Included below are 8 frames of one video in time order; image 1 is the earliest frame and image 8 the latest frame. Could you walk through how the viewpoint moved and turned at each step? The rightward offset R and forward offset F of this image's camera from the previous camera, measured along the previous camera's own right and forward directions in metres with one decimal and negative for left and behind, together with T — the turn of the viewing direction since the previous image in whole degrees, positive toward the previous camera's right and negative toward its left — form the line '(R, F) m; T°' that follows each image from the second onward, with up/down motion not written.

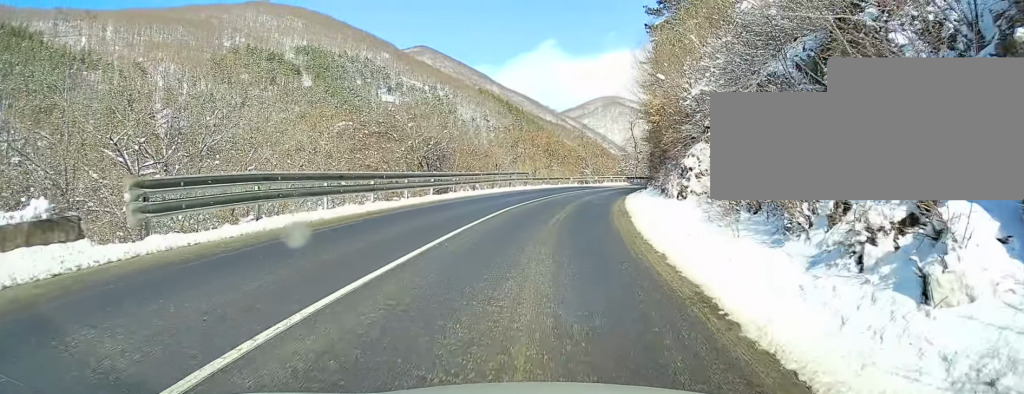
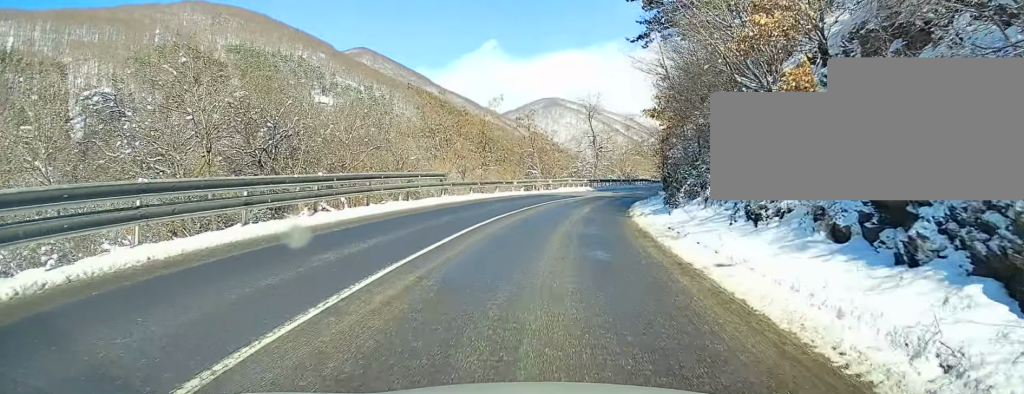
(+1.2, +19.6) m; +7°
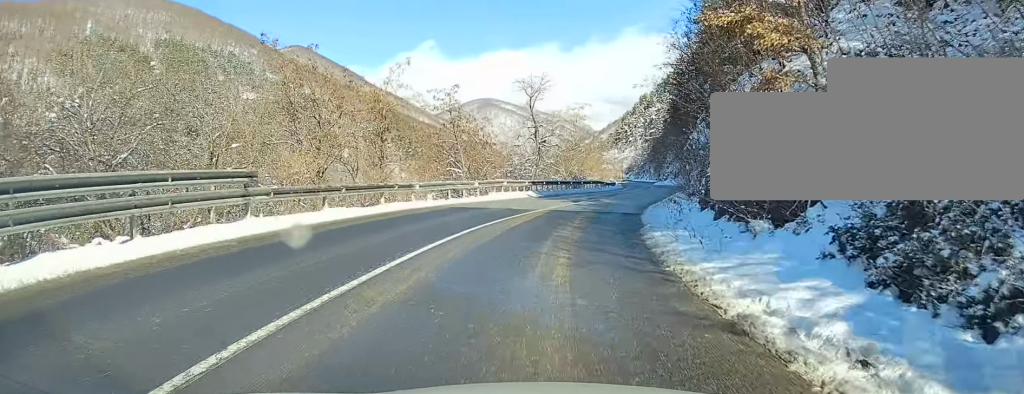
(+0.7, +15.3) m; +5°
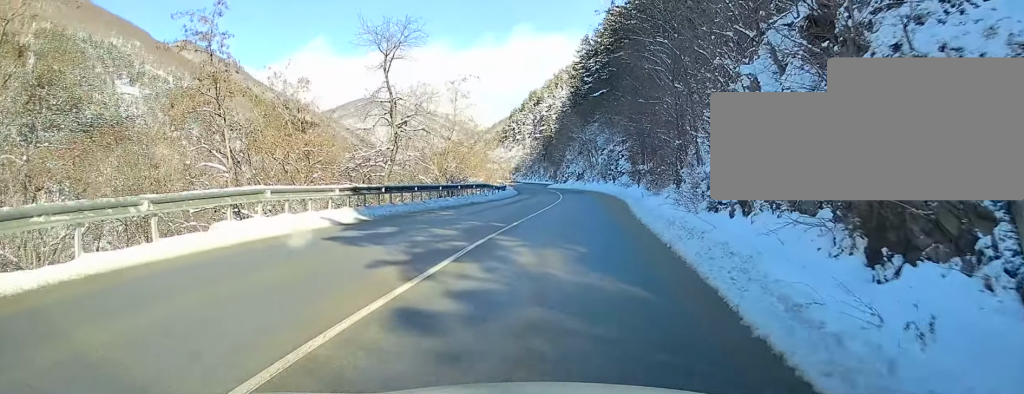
(+1.6, +20.8) m; +8°
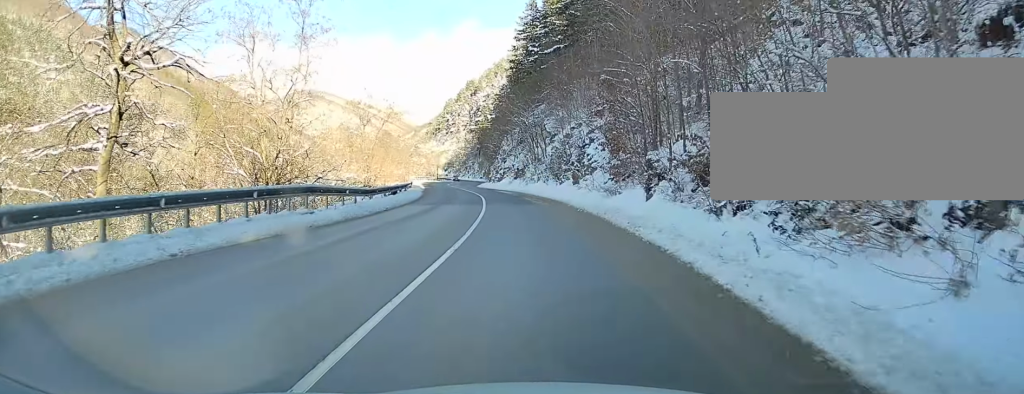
(+0.9, +23.3) m; +2°
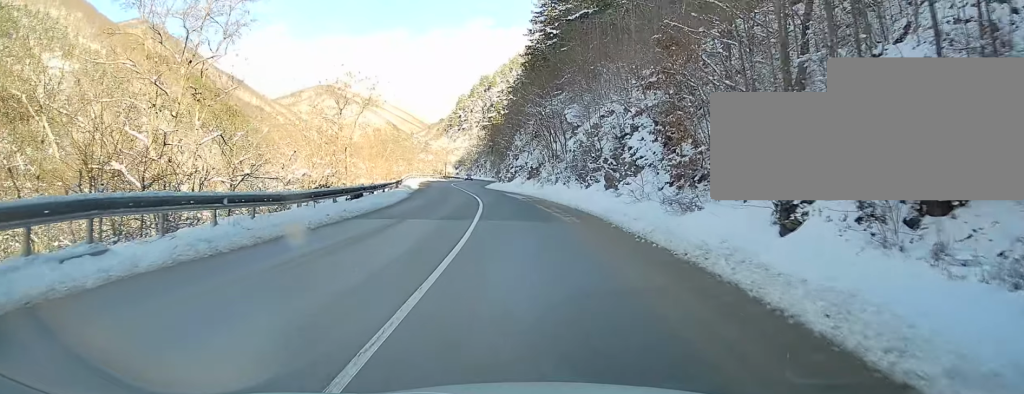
(-0.1, +10.4) m; -2°
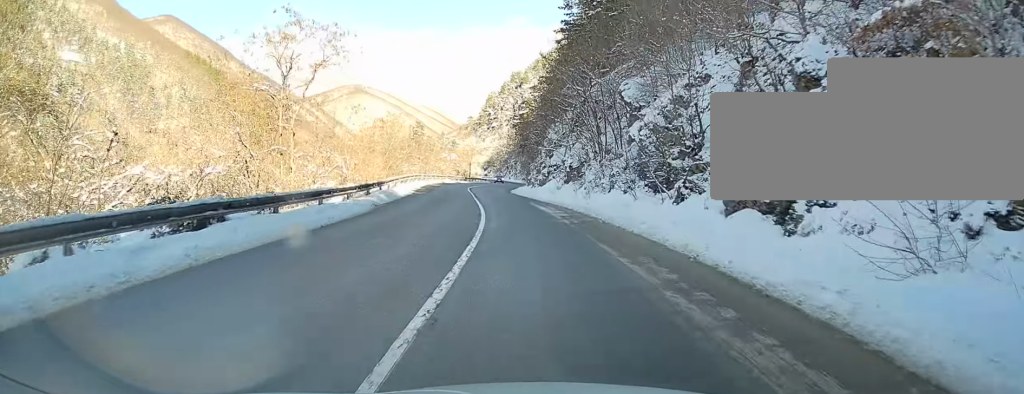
(-0.5, +14.7) m; -2°
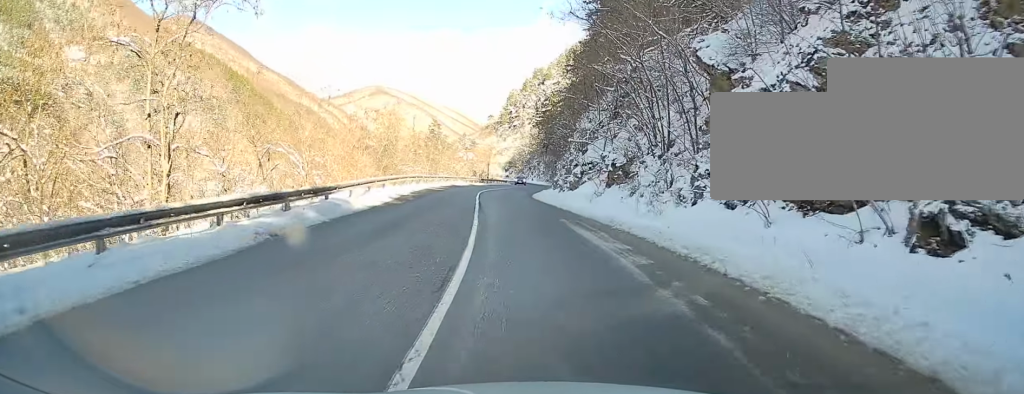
(-0.2, +11.7) m; -1°
